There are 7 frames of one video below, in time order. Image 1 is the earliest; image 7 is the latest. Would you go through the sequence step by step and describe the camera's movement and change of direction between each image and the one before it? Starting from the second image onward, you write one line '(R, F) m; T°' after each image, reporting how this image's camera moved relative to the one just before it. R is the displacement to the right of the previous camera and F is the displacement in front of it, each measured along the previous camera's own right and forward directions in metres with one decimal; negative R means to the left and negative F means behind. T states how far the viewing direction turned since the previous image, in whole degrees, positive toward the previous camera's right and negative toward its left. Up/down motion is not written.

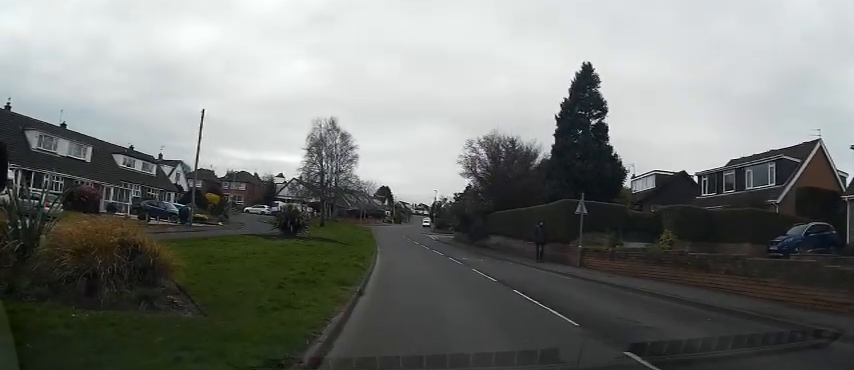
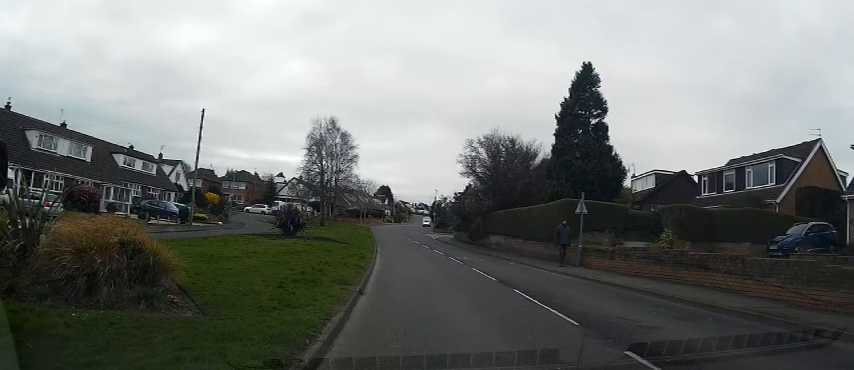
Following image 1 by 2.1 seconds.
(0.0, 0.0) m; 0°
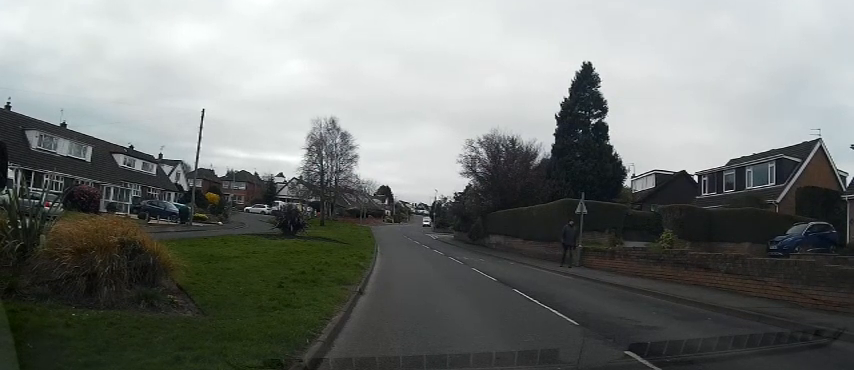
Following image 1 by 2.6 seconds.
(0.0, 0.0) m; 0°
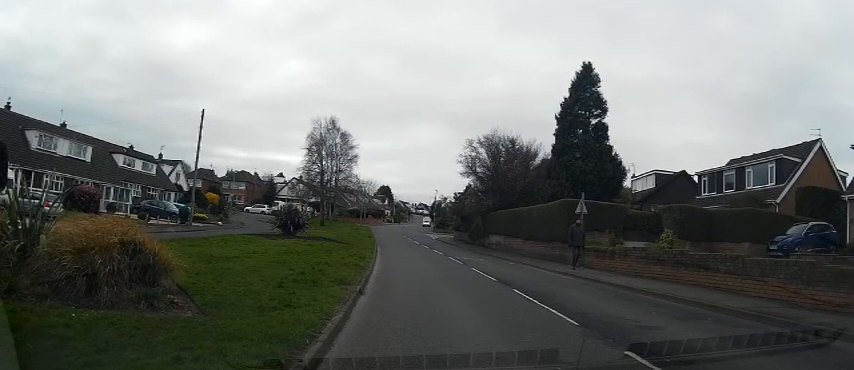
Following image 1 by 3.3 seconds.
(0.0, 0.0) m; 0°
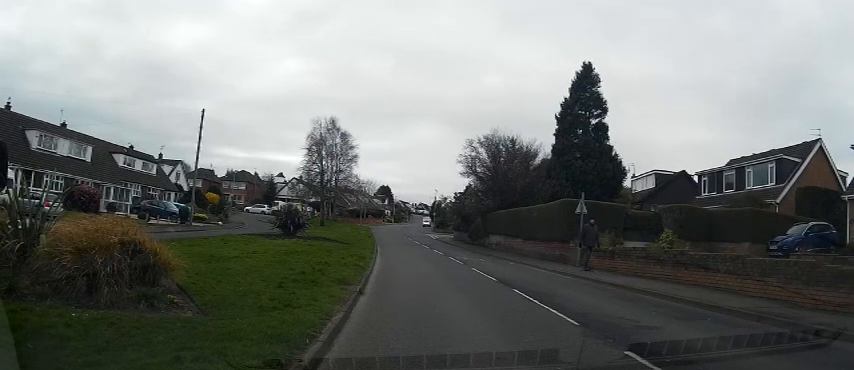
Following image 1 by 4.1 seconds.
(0.0, 0.0) m; 0°
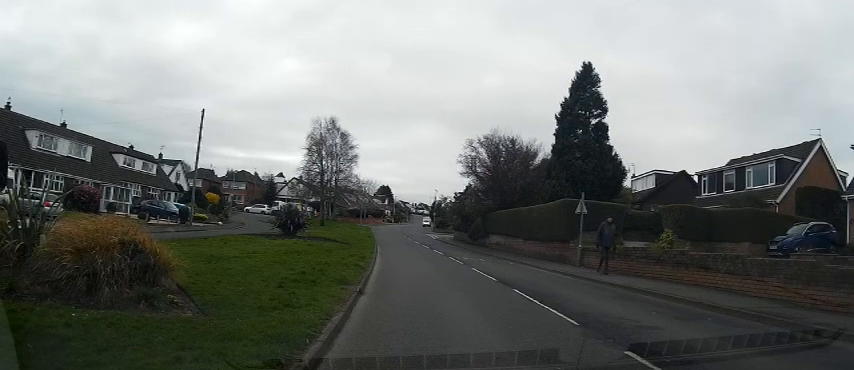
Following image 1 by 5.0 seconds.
(0.0, 0.0) m; 0°
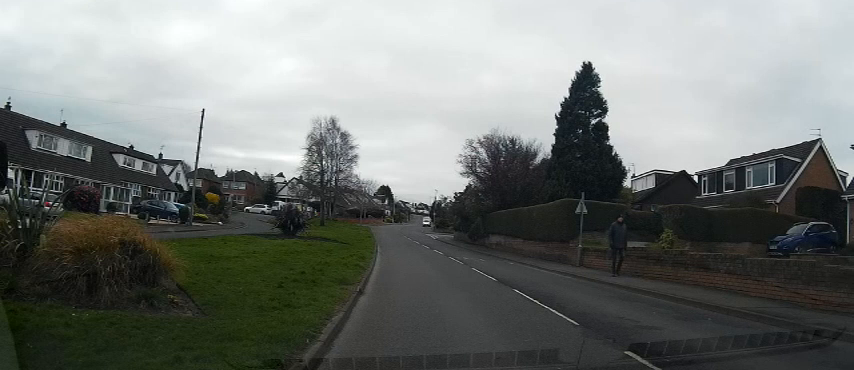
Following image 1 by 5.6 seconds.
(0.0, 0.0) m; 0°
